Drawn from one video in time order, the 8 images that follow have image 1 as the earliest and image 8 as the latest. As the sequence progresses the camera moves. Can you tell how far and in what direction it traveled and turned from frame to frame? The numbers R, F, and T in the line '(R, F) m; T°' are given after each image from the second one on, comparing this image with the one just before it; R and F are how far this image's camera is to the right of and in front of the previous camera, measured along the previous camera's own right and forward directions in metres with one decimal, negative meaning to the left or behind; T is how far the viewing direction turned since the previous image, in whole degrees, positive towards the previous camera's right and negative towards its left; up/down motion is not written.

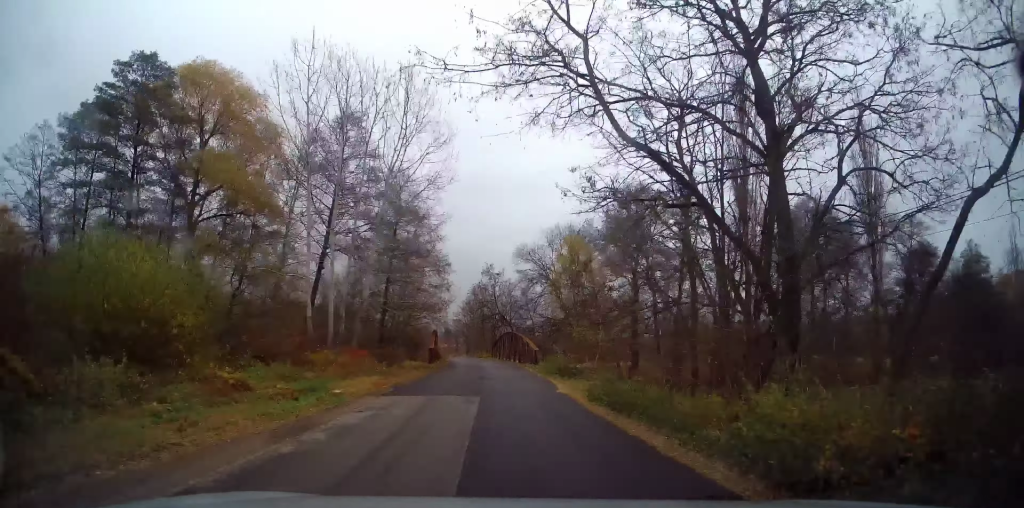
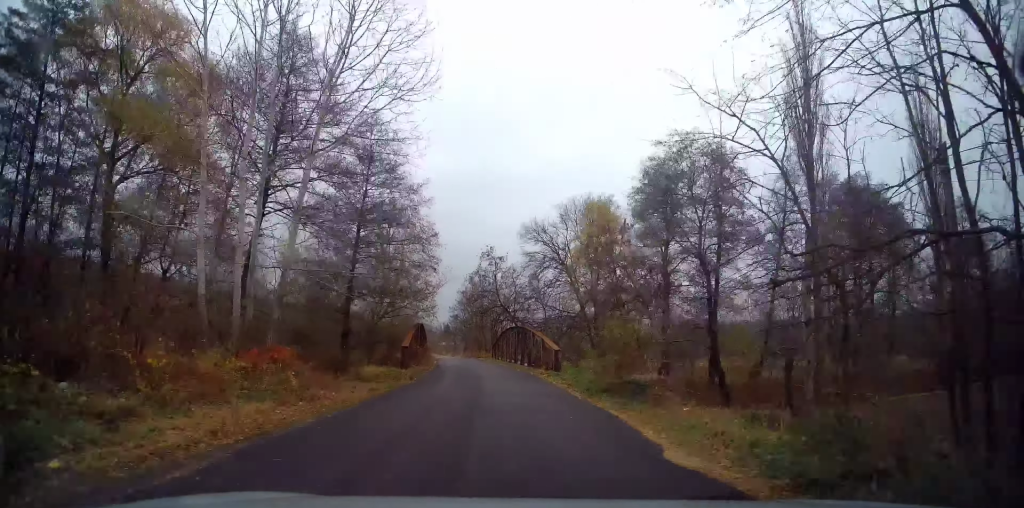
(-0.2, +9.7) m; -1°
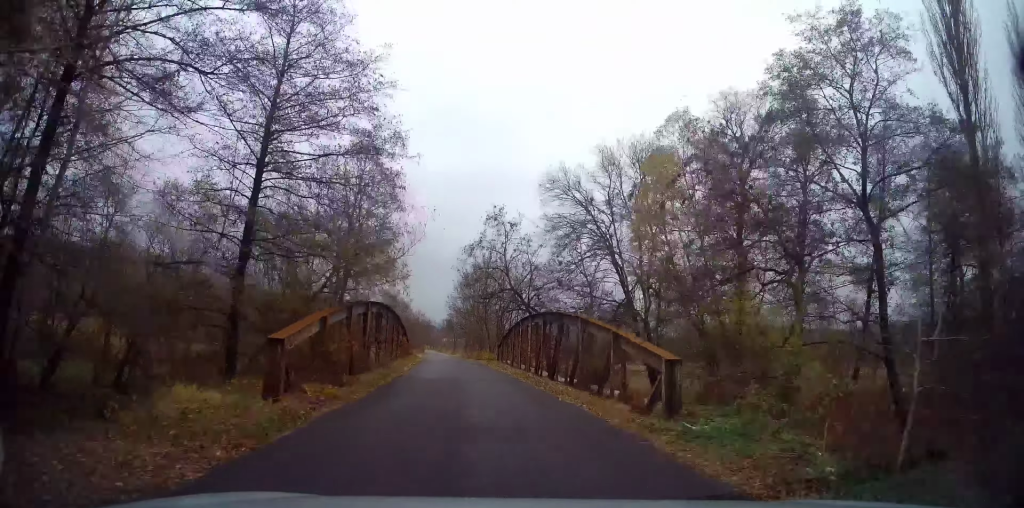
(-0.1, +14.0) m; -1°
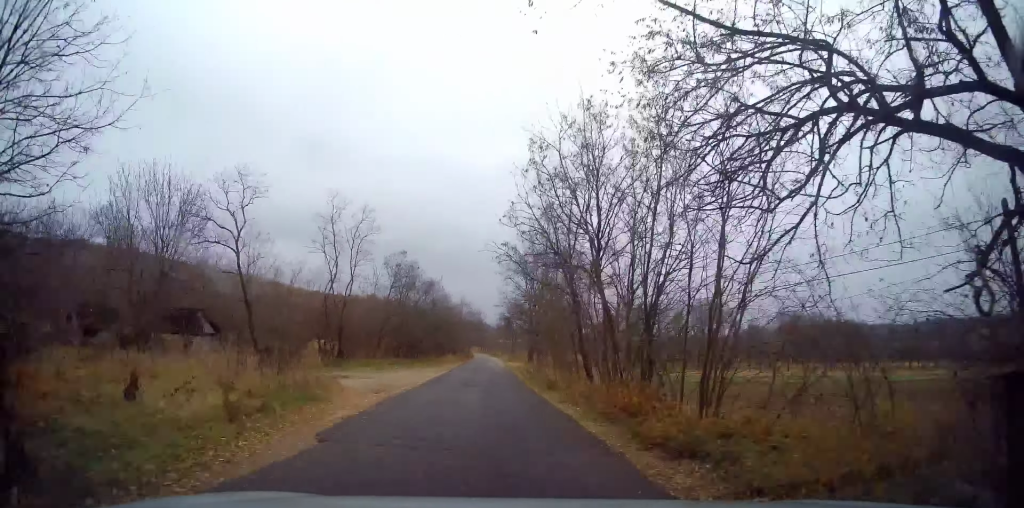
(-1.2, +36.8) m; -4°
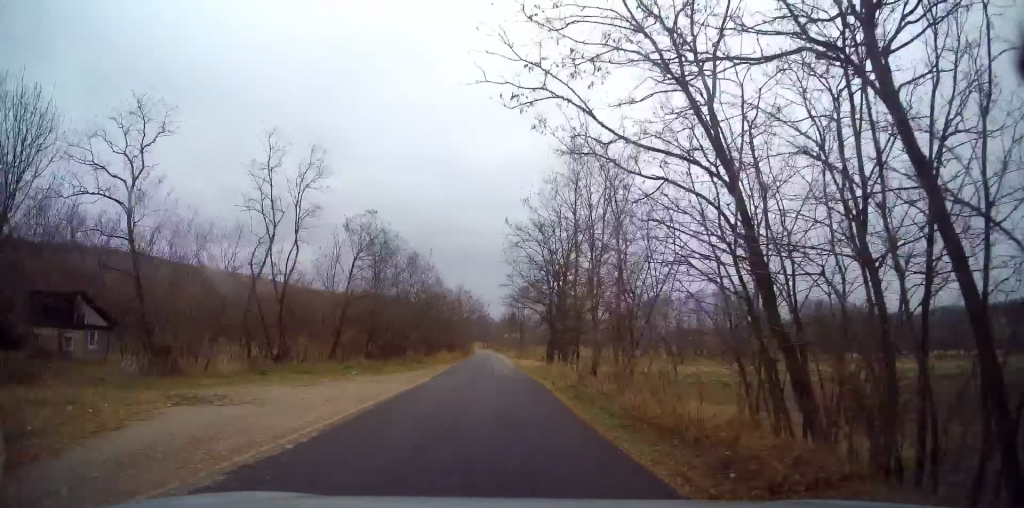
(-0.2, +14.2) m; -1°
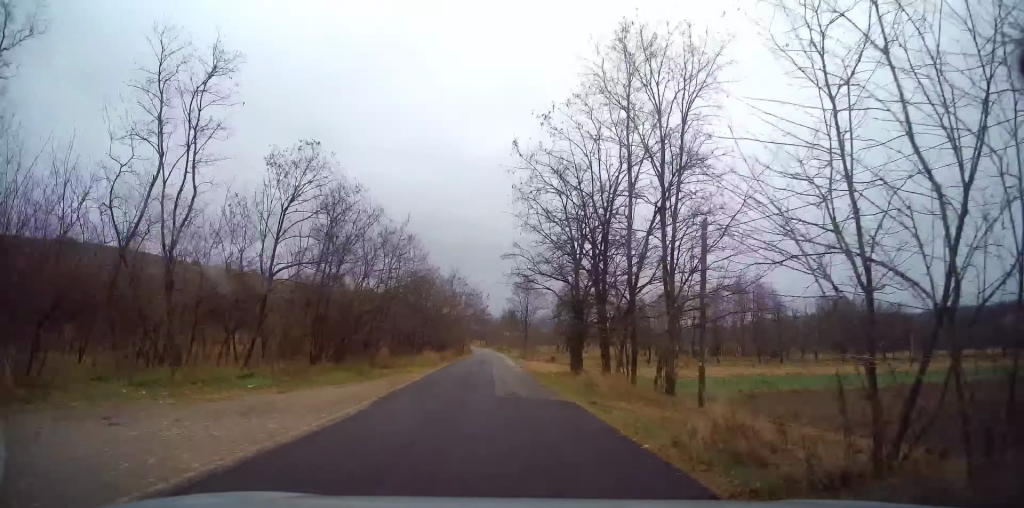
(0.0, +11.9) m; -1°
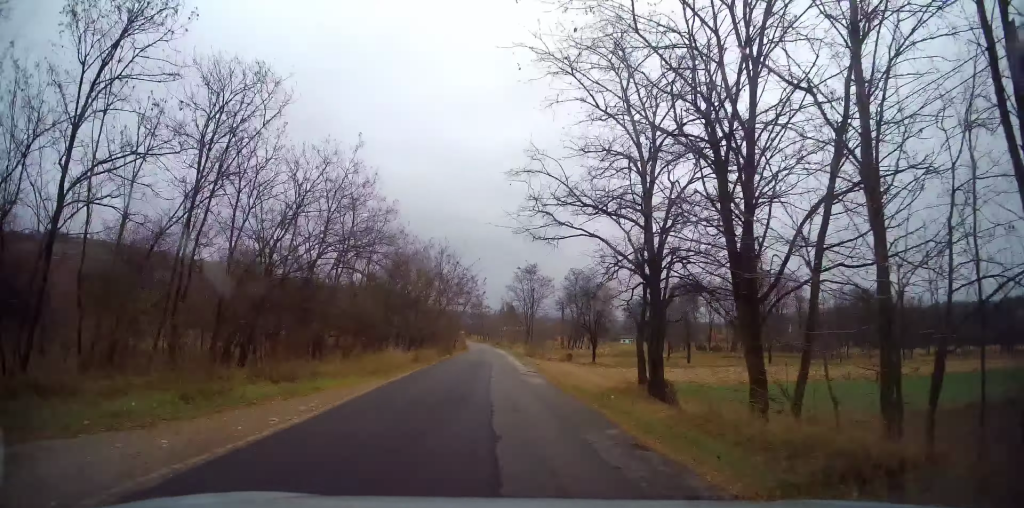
(-0.1, +12.1) m; 0°
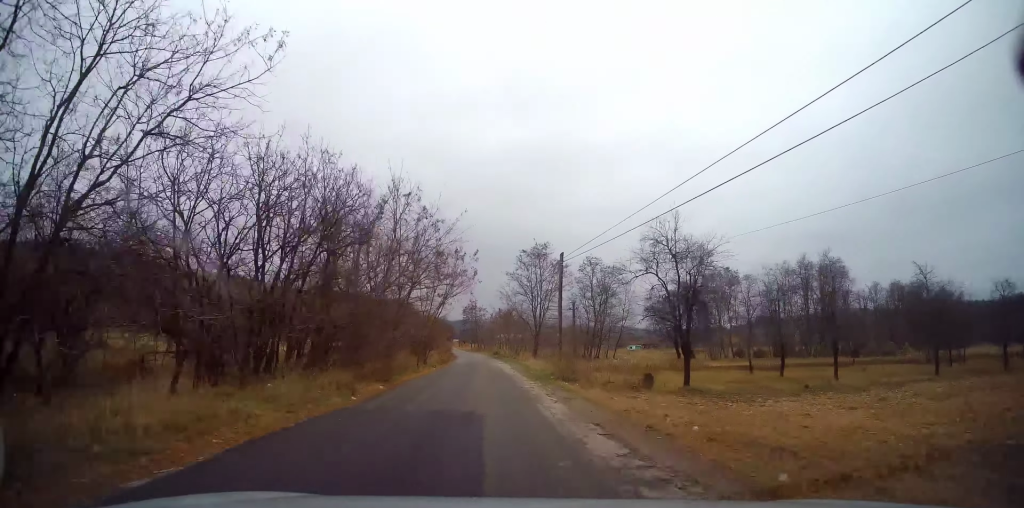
(+0.2, +20.8) m; +2°
